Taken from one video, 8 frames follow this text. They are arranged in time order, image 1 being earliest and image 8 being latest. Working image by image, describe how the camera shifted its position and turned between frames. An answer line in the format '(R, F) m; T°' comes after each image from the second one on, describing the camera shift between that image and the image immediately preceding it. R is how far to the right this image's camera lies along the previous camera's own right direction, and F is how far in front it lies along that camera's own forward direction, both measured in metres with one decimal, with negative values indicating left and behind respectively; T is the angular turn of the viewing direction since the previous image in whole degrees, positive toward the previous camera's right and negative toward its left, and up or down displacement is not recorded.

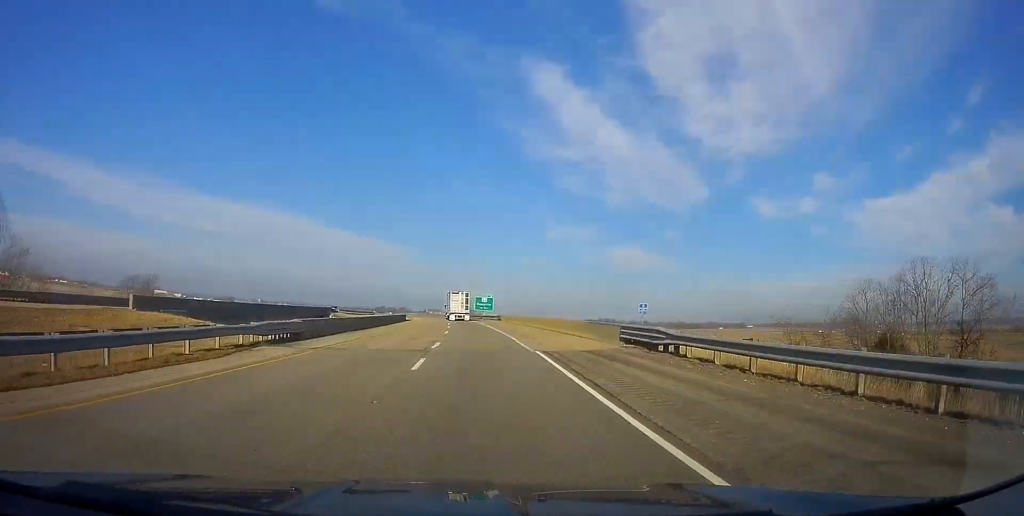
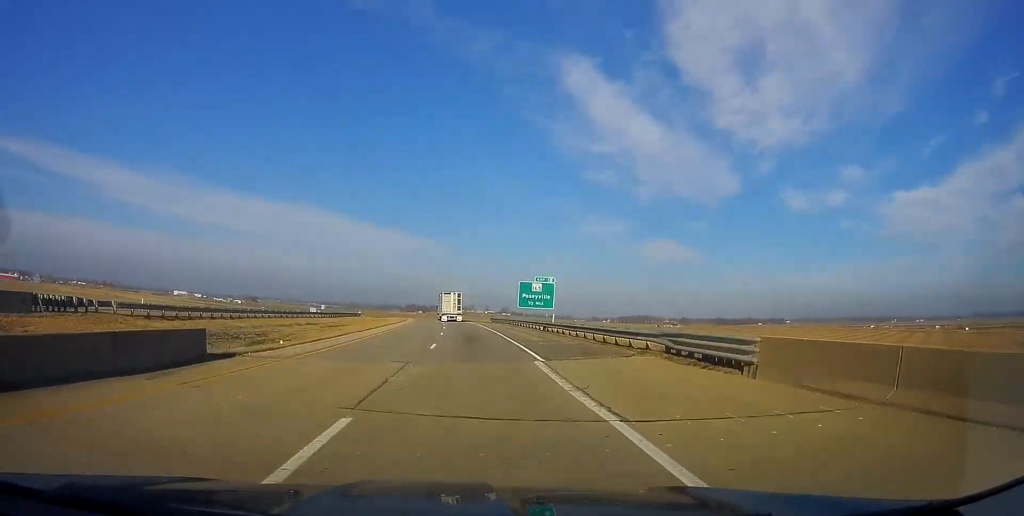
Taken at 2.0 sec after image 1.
(-1.8, +66.7) m; -3°
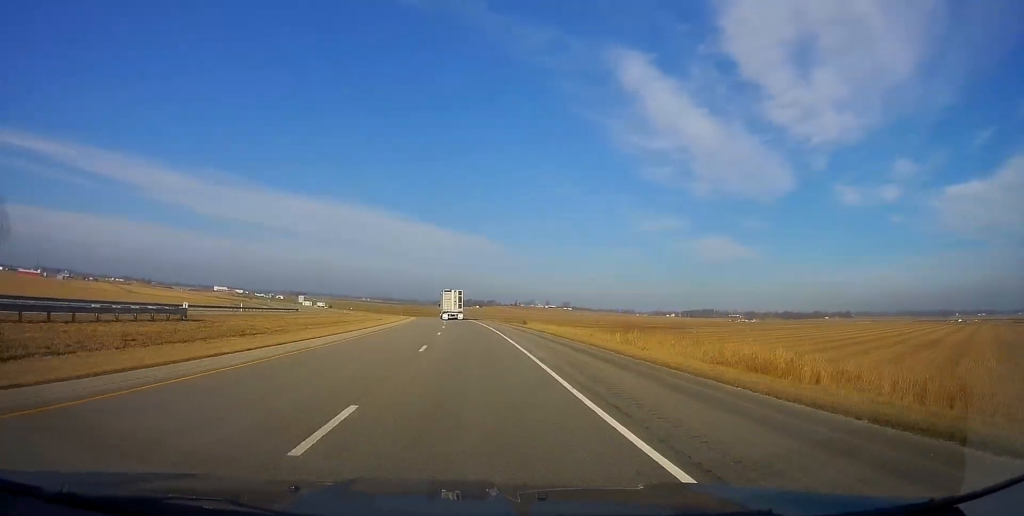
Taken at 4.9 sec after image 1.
(-4.2, +93.1) m; -5°
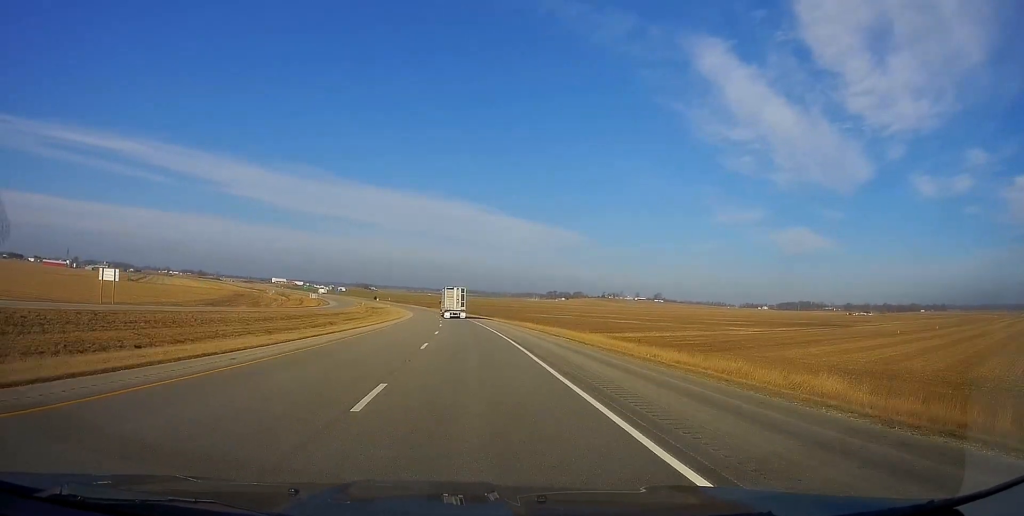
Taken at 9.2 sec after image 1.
(-10.4, +143.7) m; -8°
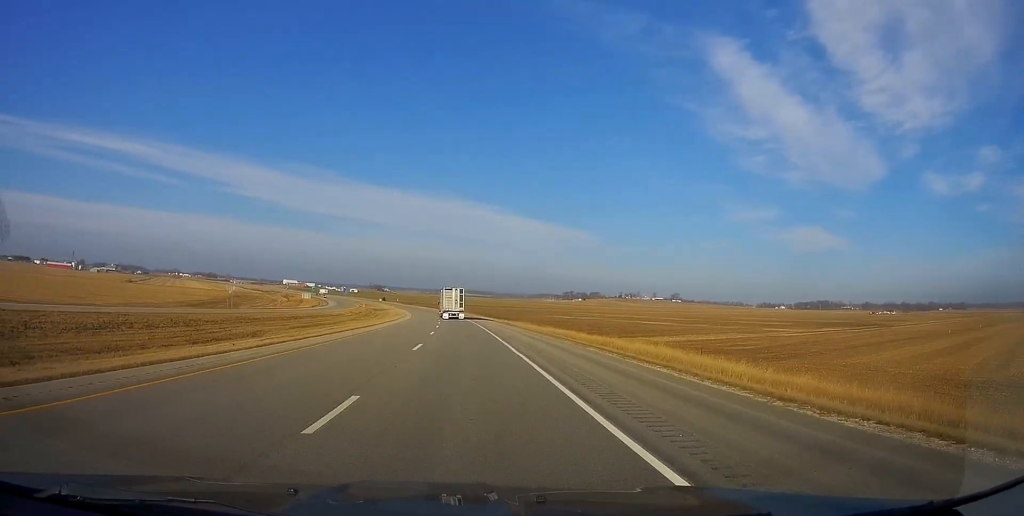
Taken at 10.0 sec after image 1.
(-0.6, +26.4) m; -2°
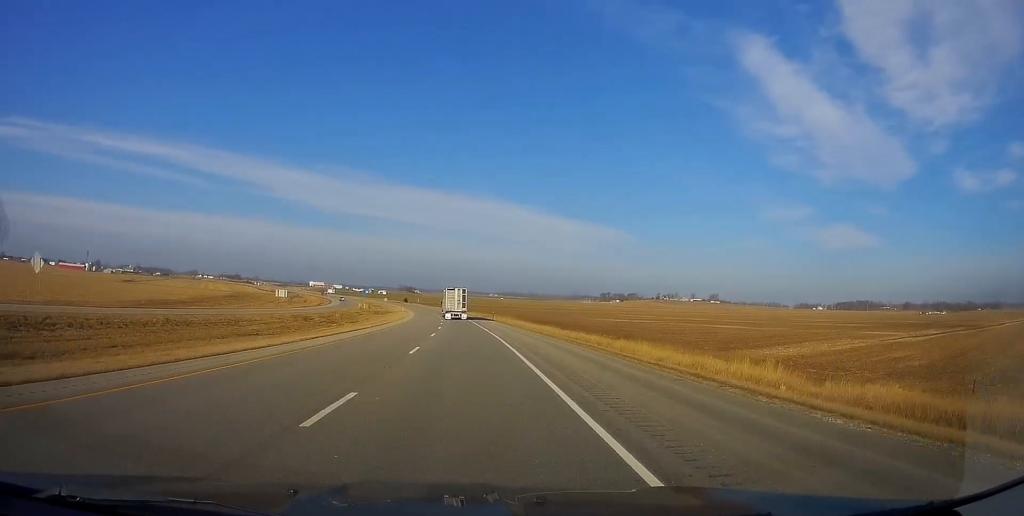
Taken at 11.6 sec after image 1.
(-1.1, +51.8) m; -3°
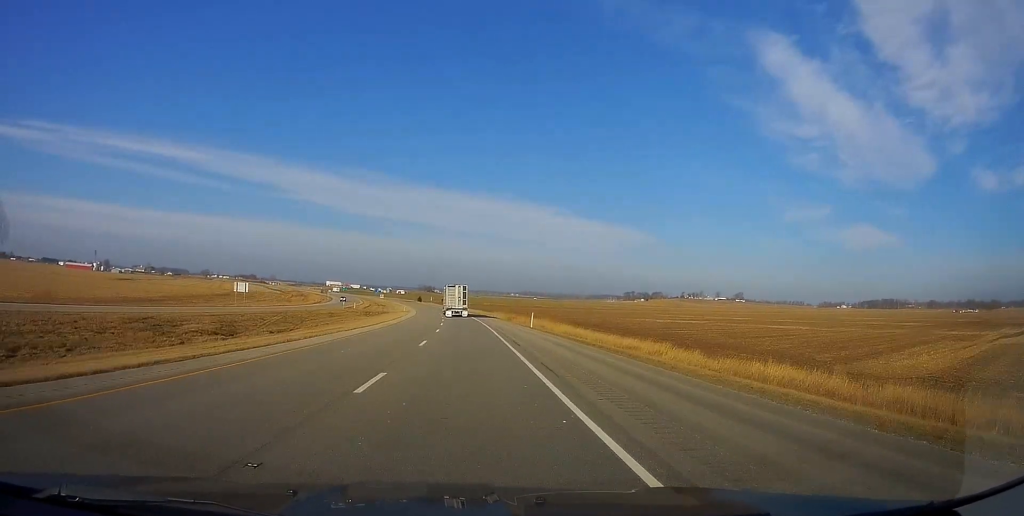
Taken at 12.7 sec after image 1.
(-1.0, +35.2) m; -2°
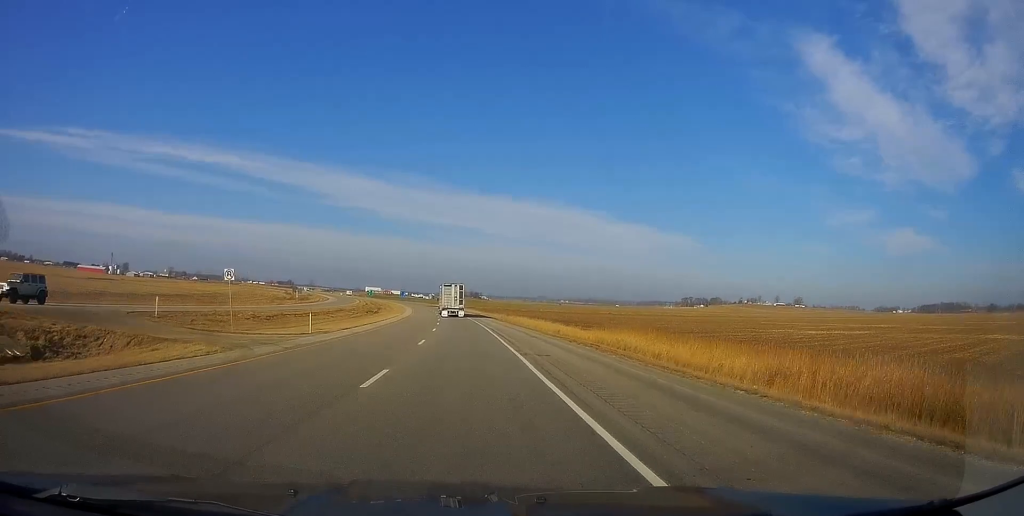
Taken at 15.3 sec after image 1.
(-3.6, +87.4) m; -5°
